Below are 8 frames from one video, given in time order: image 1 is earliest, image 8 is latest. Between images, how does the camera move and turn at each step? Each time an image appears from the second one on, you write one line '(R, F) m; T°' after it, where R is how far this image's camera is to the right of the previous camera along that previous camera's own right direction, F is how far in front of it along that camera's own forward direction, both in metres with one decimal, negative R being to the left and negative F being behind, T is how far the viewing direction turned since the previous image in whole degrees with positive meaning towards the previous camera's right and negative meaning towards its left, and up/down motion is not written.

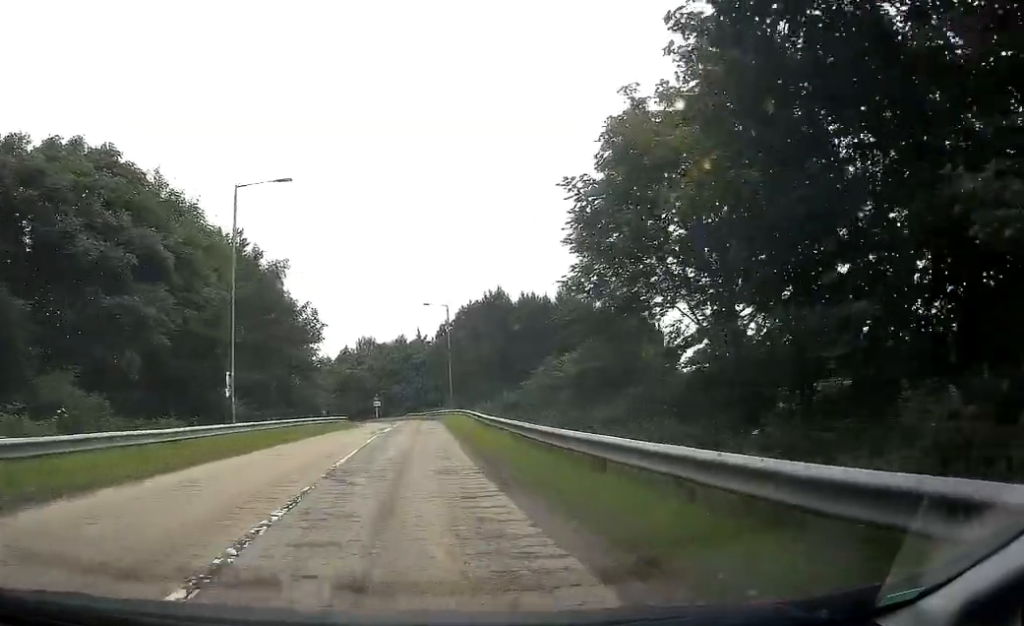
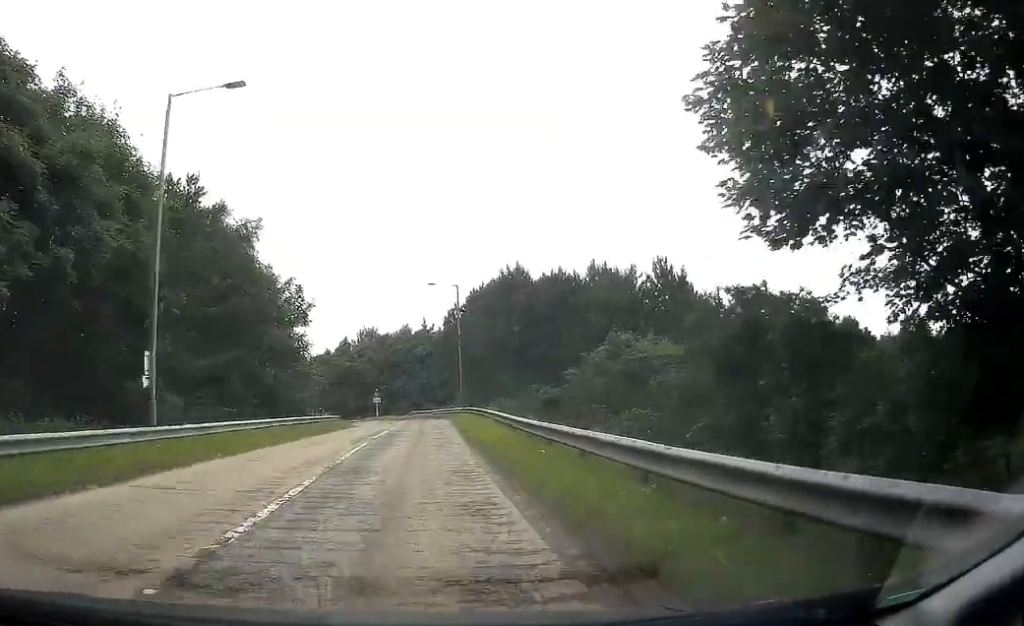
(+0.1, +8.4) m; 0°
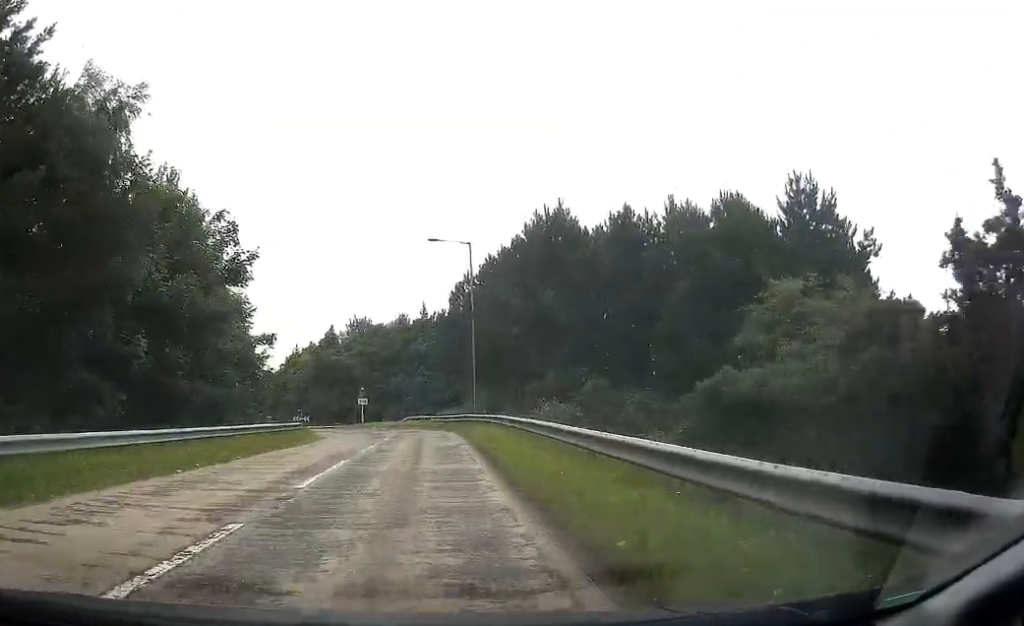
(-0.2, +14.7) m; -1°
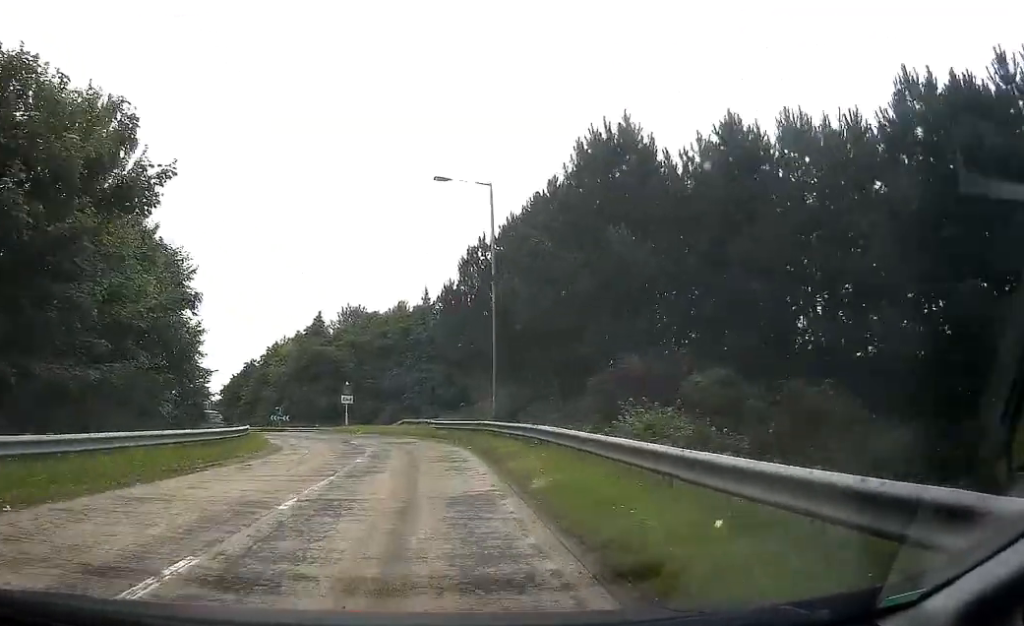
(0.0, +10.8) m; -1°
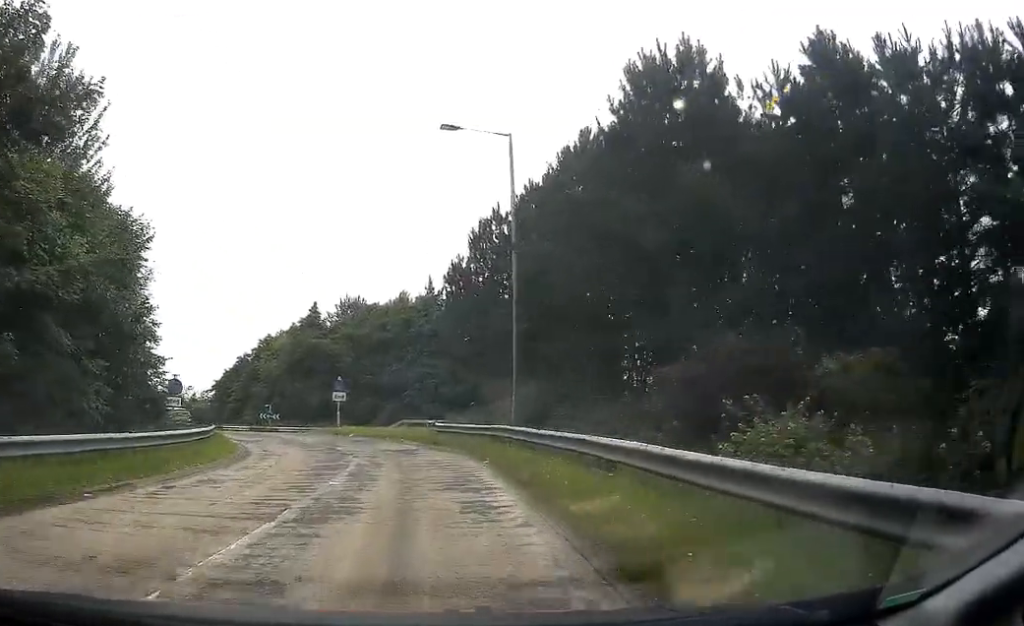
(-0.1, +5.4) m; -1°
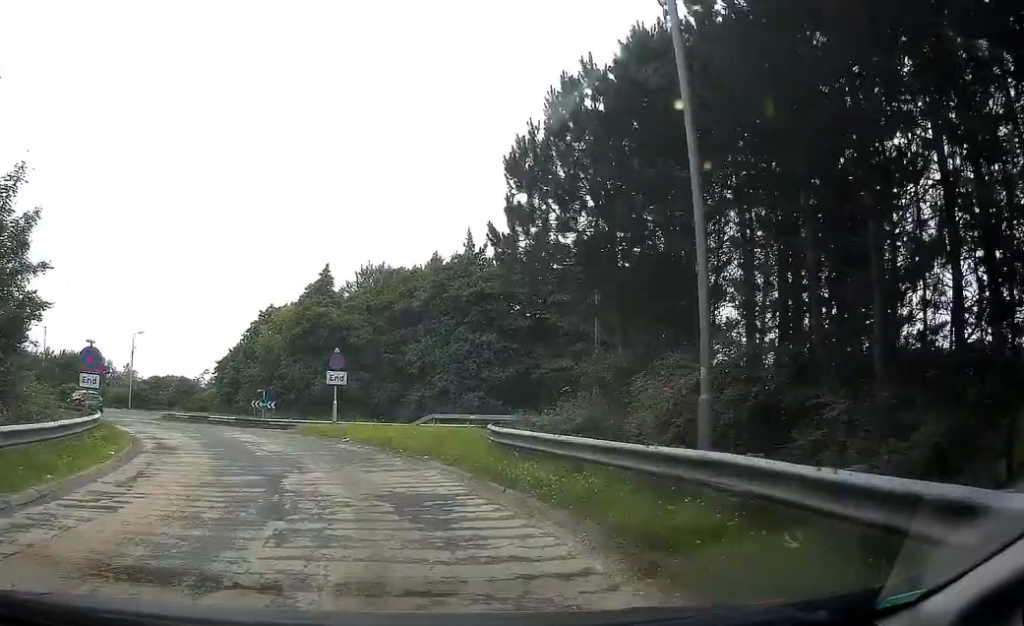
(-0.2, +13.6) m; -1°
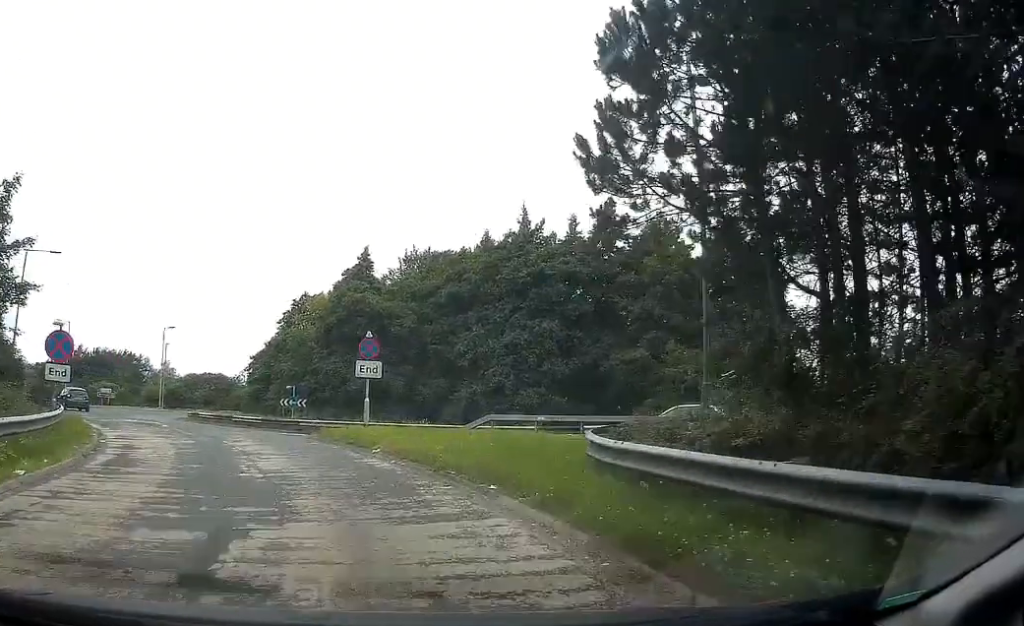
(0.0, +6.0) m; -3°
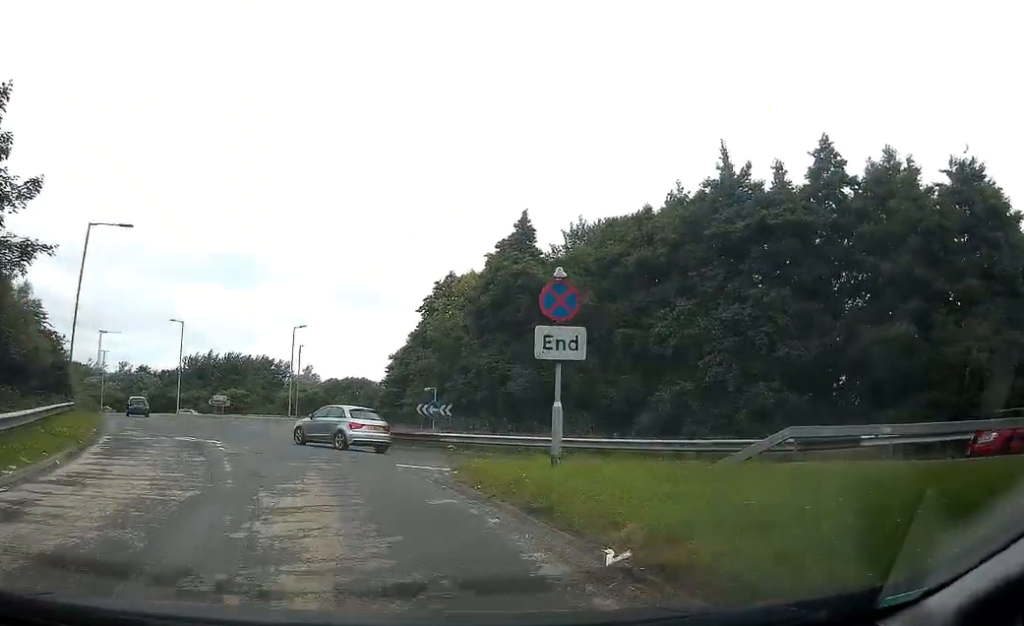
(-1.1, +10.6) m; -17°
